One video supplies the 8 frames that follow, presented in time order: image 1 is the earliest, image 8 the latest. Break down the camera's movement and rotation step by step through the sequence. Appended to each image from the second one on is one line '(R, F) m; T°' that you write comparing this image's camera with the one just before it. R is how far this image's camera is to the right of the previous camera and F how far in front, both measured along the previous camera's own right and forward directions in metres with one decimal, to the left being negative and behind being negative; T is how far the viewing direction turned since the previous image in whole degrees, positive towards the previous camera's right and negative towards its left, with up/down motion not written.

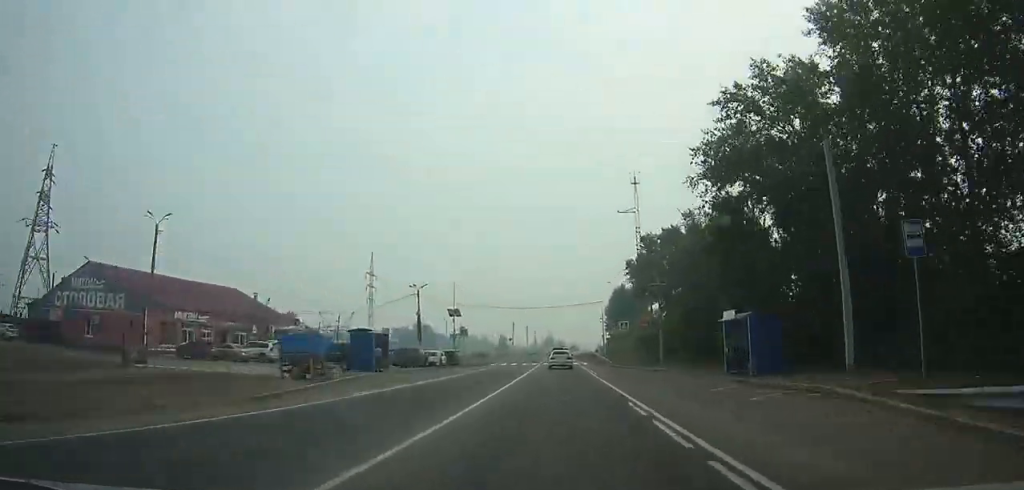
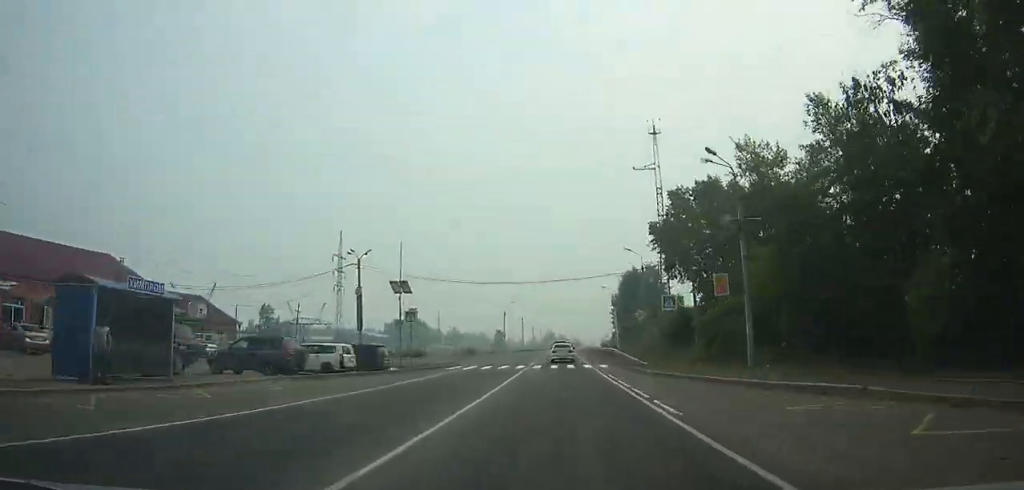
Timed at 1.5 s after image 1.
(-0.1, +23.8) m; 0°
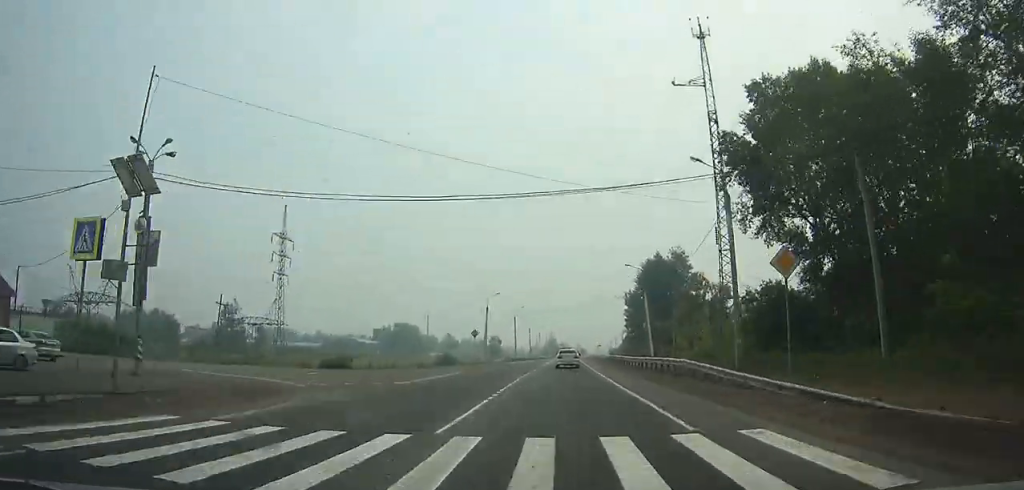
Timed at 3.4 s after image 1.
(-0.1, +29.9) m; 0°
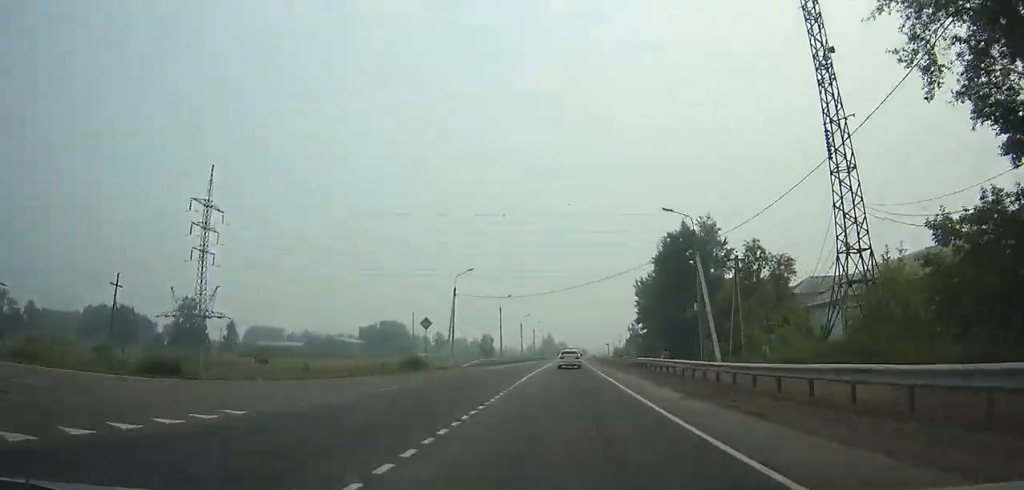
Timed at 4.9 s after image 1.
(+0.1, +23.1) m; 0°
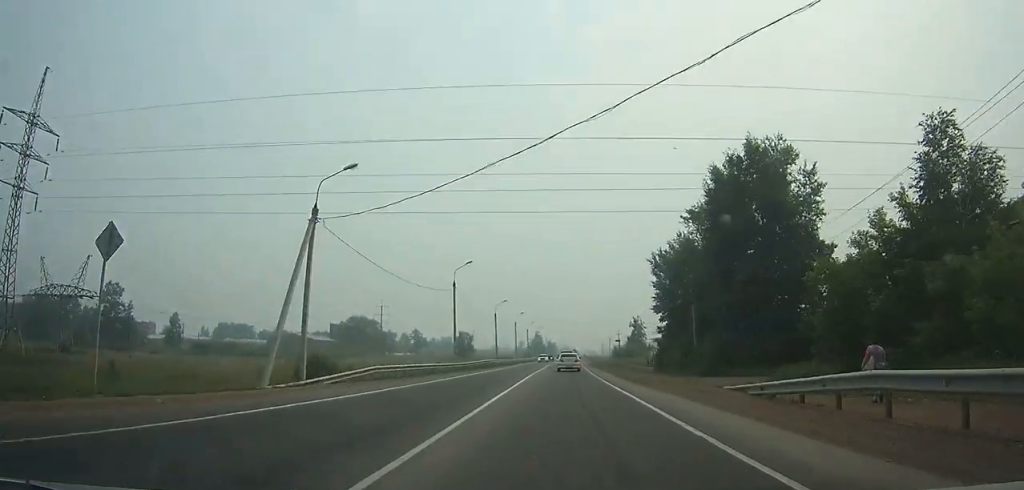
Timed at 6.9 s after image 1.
(+0.1, +31.0) m; 0°
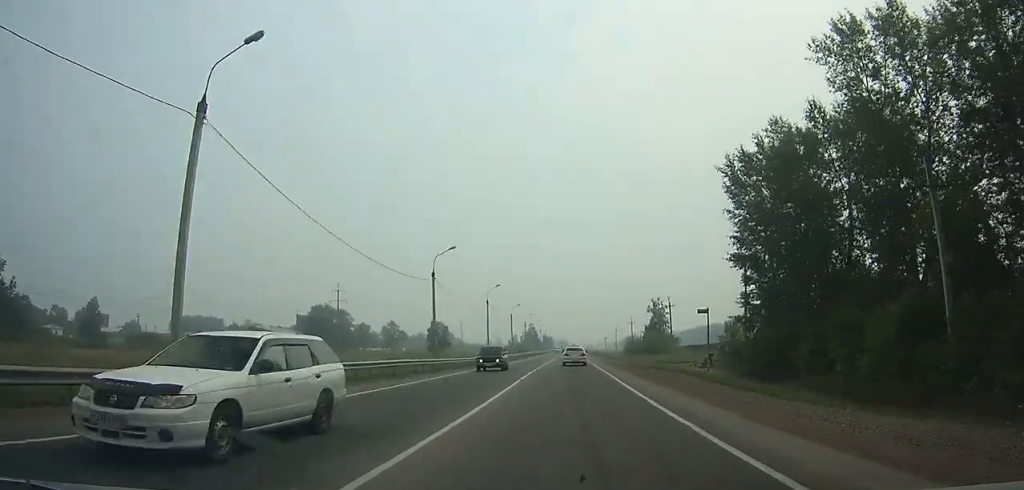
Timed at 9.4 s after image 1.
(+0.2, +39.6) m; +1°
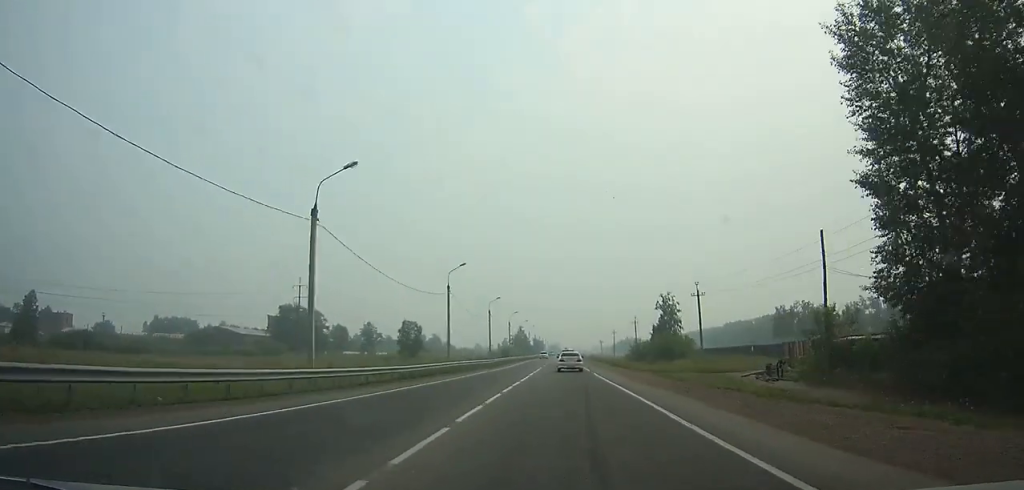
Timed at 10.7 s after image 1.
(+0.2, +21.9) m; 0°
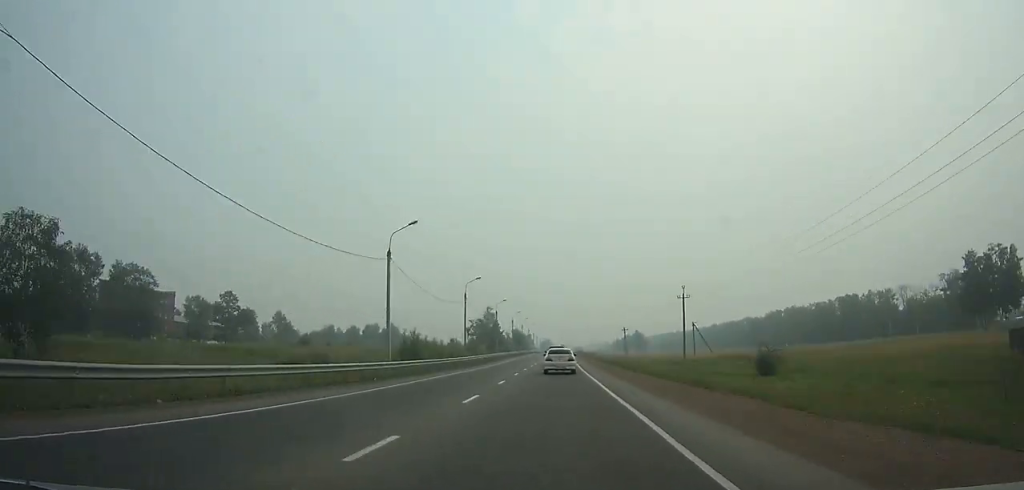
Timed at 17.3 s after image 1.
(+1.1, +109.6) m; +1°
